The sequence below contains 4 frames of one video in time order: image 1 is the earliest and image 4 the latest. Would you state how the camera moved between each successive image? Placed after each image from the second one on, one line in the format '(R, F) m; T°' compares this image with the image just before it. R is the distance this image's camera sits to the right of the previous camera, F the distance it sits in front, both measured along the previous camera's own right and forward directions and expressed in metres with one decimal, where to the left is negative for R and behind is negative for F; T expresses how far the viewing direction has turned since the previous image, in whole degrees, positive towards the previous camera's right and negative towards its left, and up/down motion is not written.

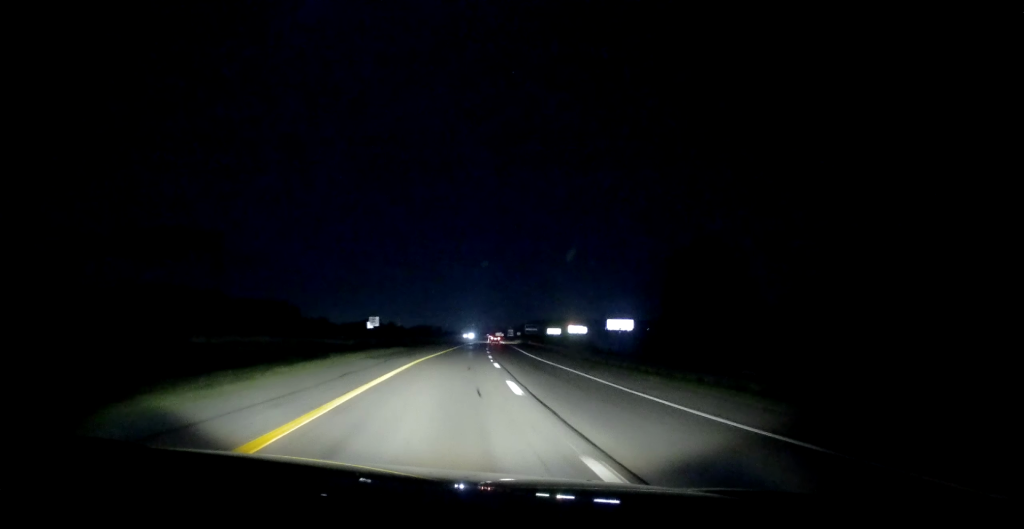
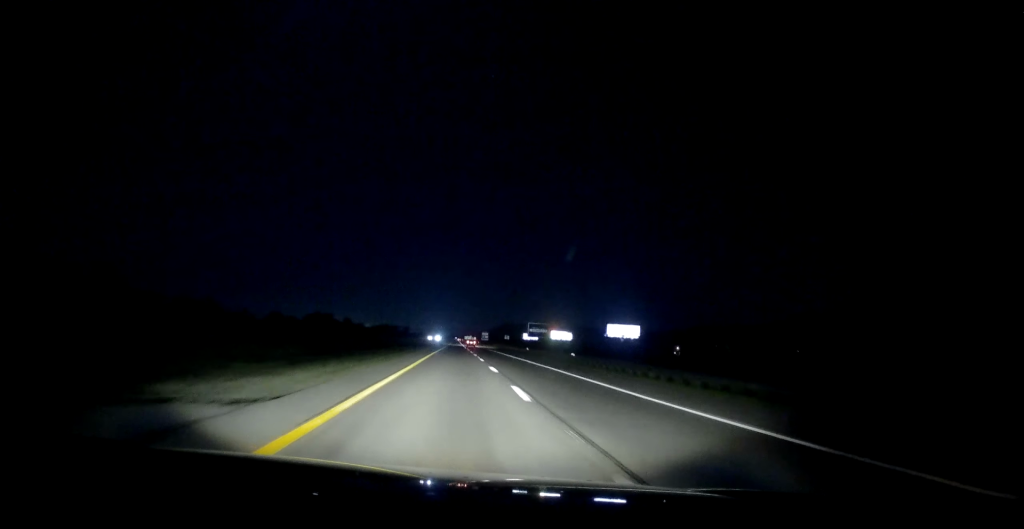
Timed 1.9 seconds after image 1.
(+1.8, +61.9) m; +4°
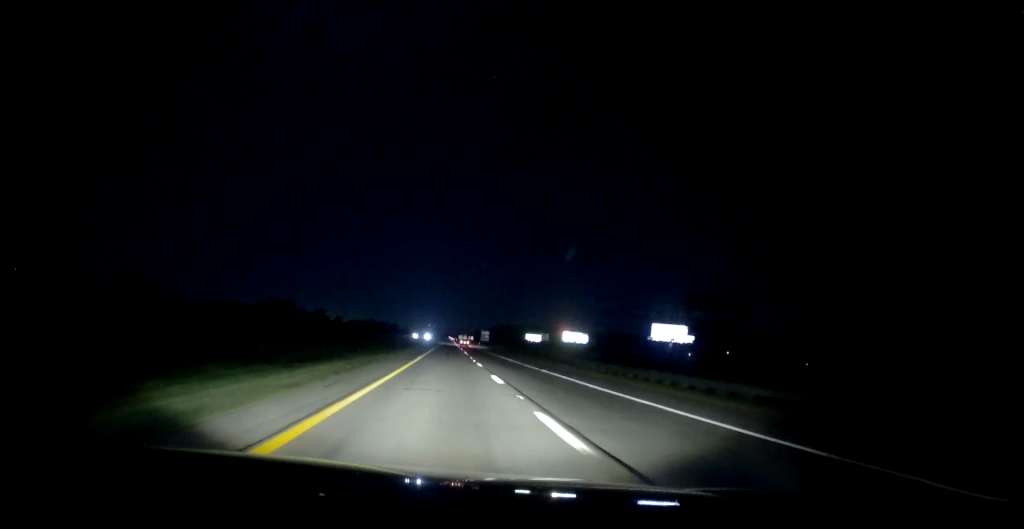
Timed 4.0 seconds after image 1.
(+1.5, +67.5) m; +1°
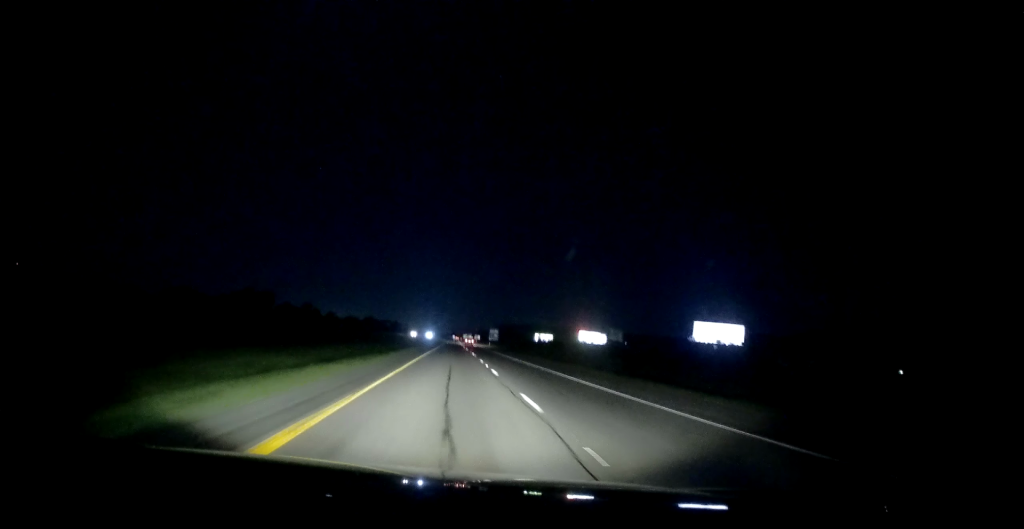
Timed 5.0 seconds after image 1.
(-0.1, +33.8) m; 0°
